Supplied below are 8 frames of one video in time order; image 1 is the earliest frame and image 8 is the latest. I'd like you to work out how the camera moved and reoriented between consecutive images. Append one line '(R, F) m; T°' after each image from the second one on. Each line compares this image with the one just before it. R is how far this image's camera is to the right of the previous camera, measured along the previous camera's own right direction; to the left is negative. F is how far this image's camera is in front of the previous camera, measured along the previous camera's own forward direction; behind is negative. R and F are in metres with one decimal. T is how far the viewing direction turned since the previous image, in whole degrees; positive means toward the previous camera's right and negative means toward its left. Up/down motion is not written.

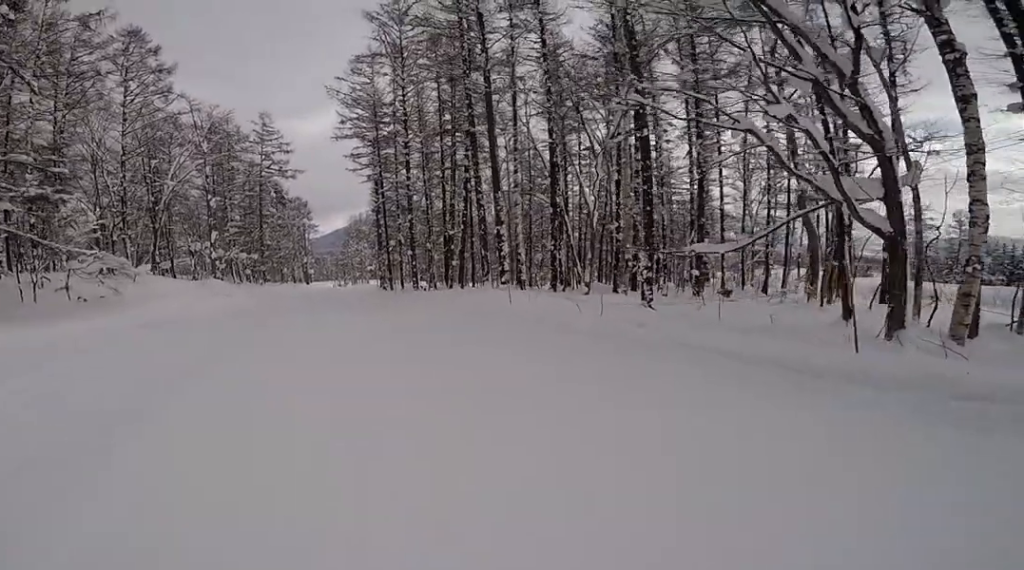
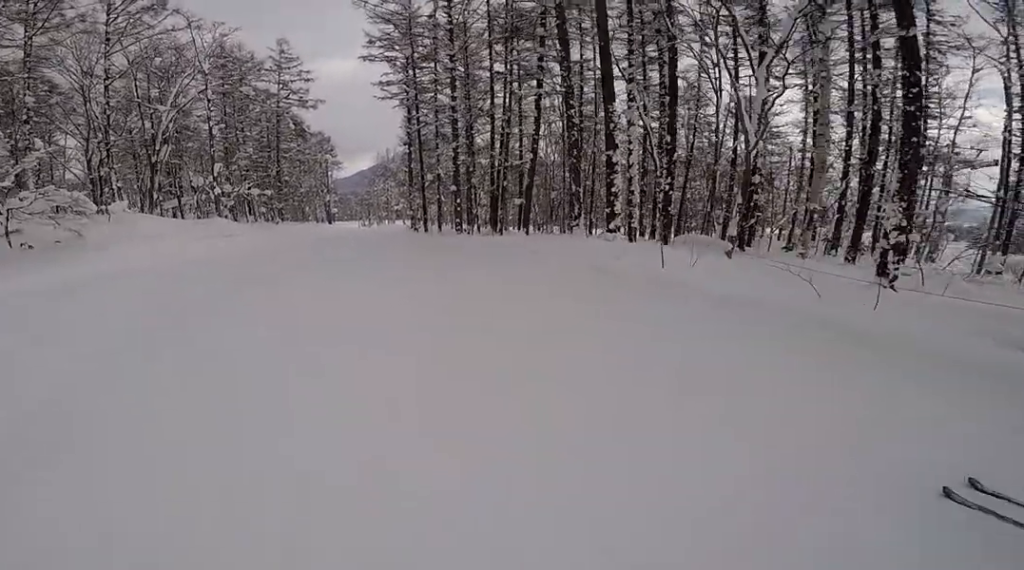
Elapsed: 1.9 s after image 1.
(0.0, +5.8) m; 0°
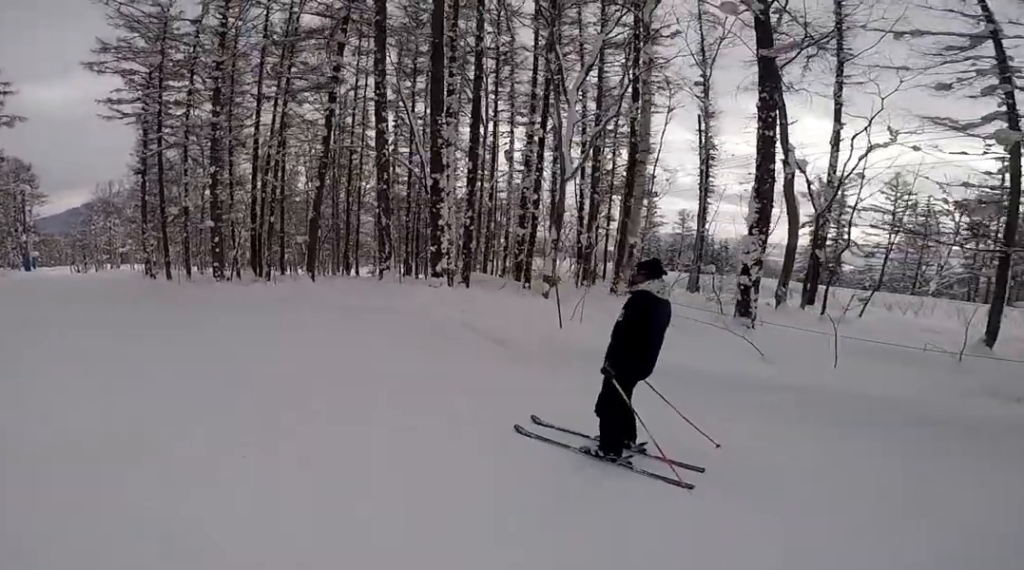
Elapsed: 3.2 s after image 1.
(0.0, +4.3) m; 0°
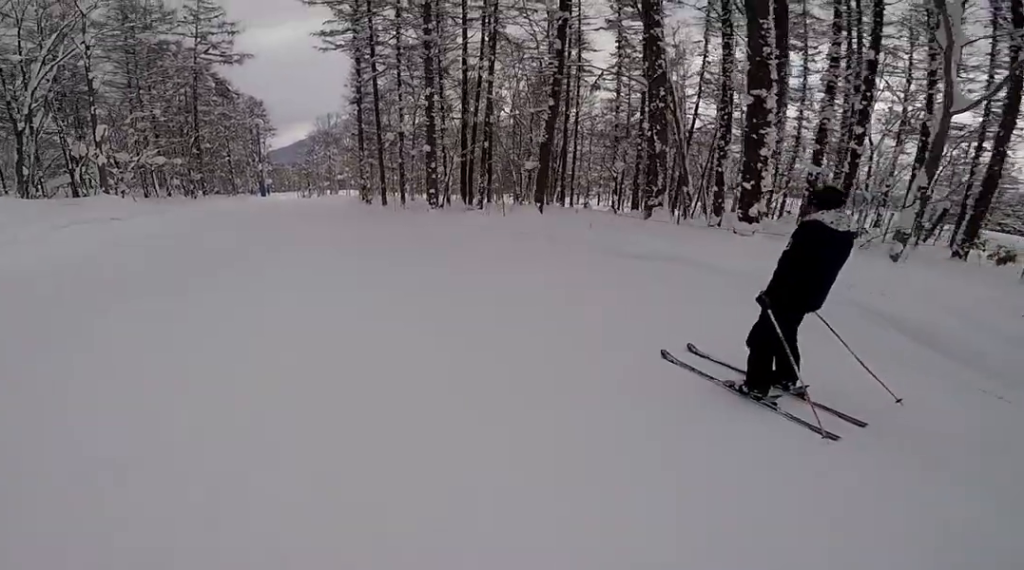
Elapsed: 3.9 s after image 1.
(0.0, +2.8) m; 0°
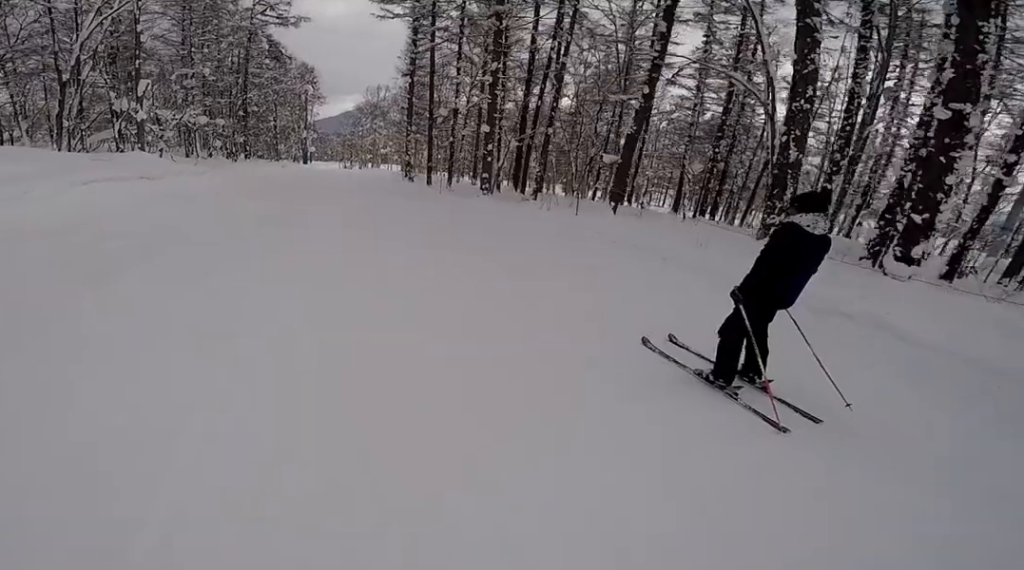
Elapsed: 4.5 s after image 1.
(0.0, +2.1) m; 0°
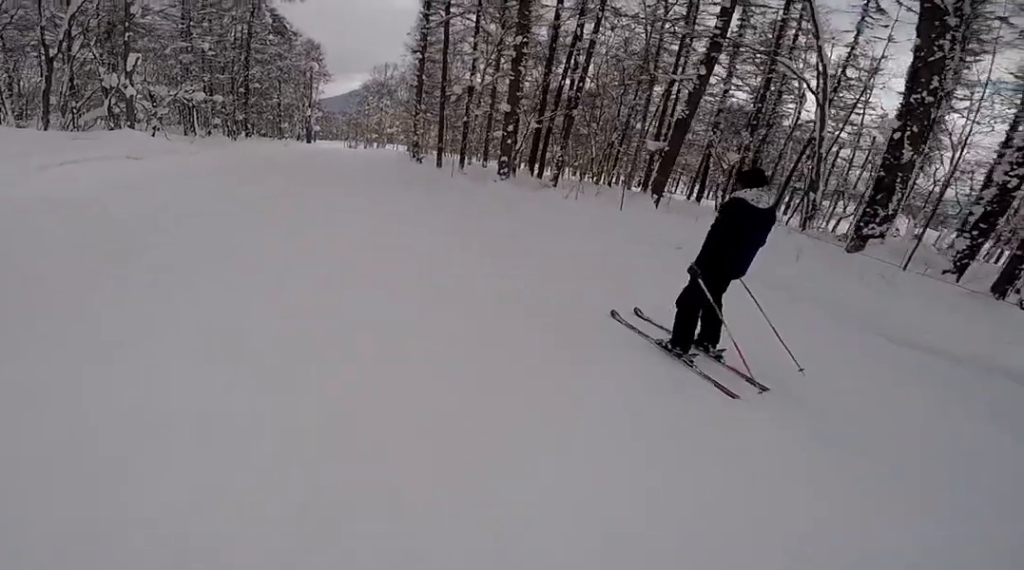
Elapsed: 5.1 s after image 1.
(0.0, +2.0) m; -2°
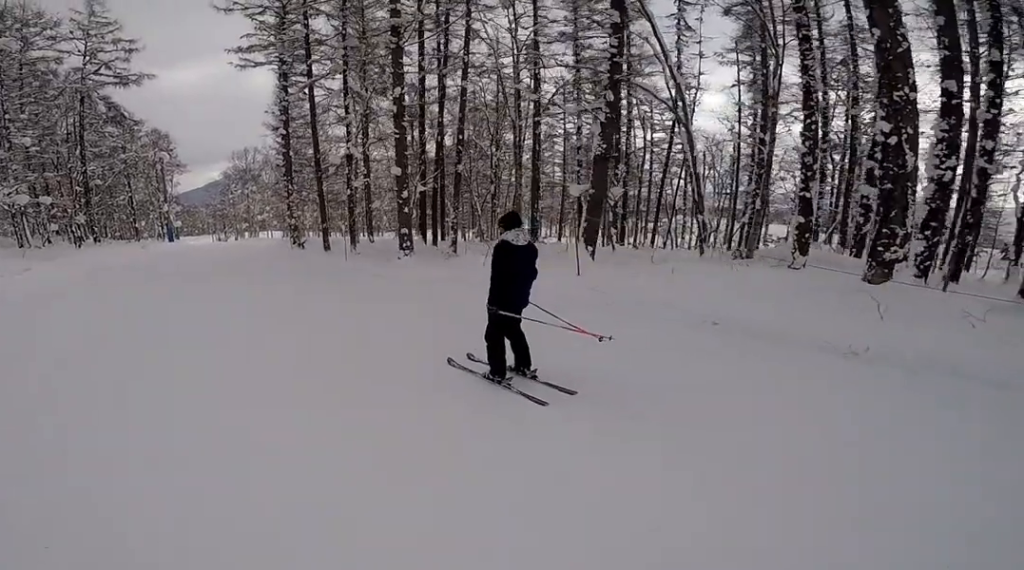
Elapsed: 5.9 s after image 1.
(-0.1, +3.4) m; -10°
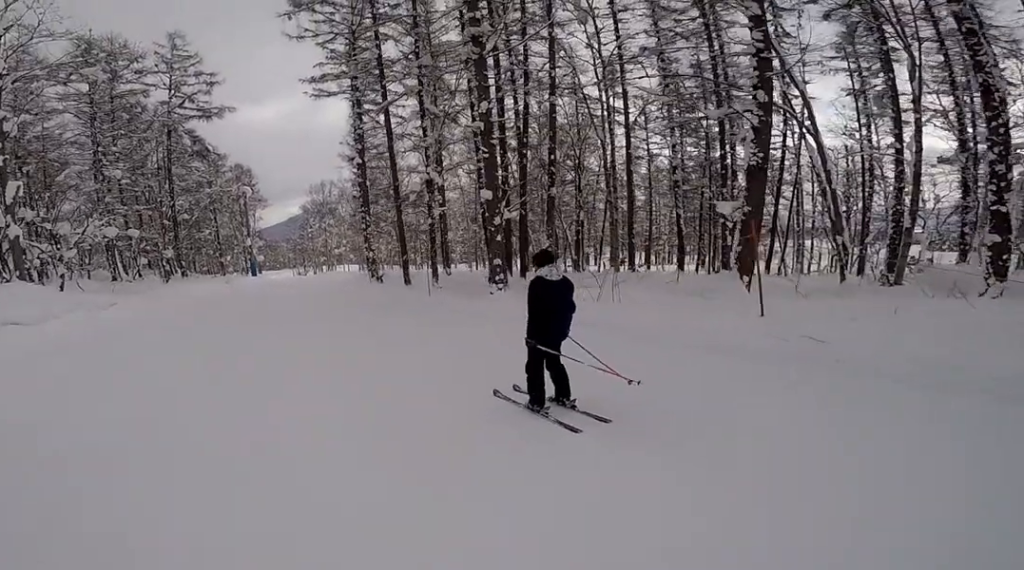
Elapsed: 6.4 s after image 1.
(+0.2, +2.1) m; -9°
